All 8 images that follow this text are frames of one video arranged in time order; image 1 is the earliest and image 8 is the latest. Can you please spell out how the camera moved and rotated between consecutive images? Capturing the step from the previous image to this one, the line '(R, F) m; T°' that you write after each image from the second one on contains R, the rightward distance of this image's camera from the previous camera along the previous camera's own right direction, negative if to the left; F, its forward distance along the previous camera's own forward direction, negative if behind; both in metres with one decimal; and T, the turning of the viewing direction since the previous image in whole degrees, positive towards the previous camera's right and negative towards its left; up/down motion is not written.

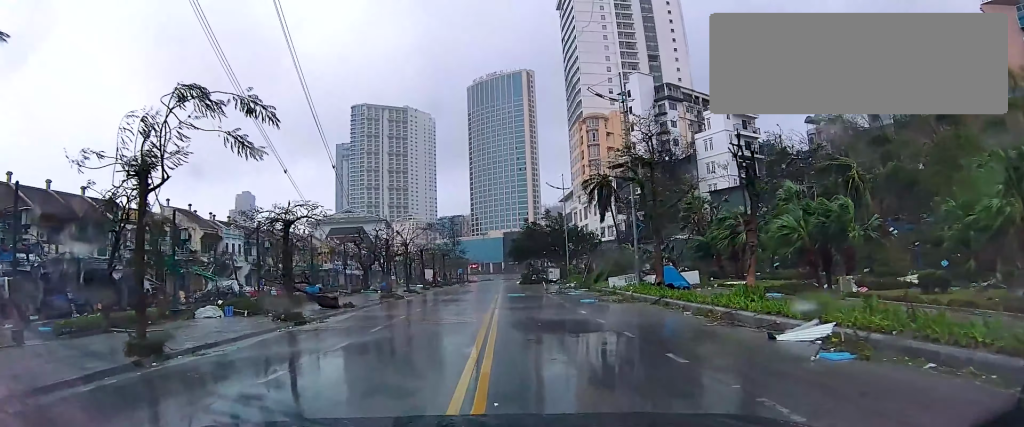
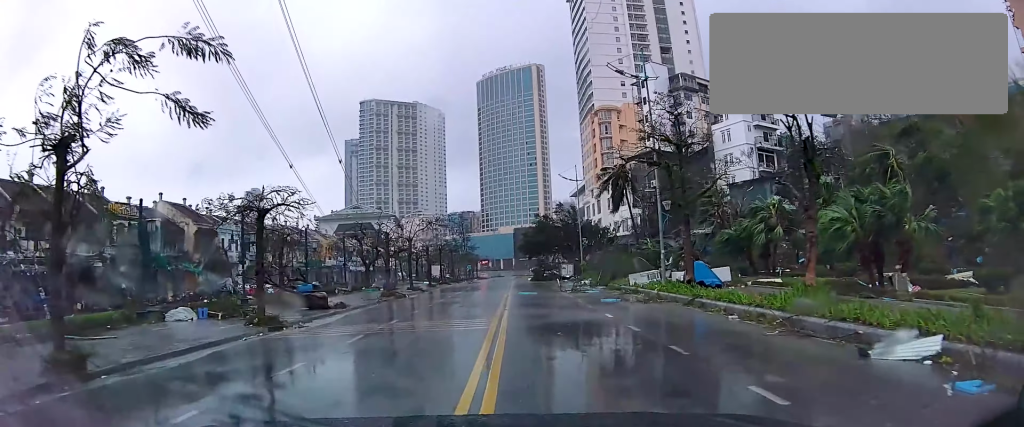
(0.0, +3.4) m; 0°
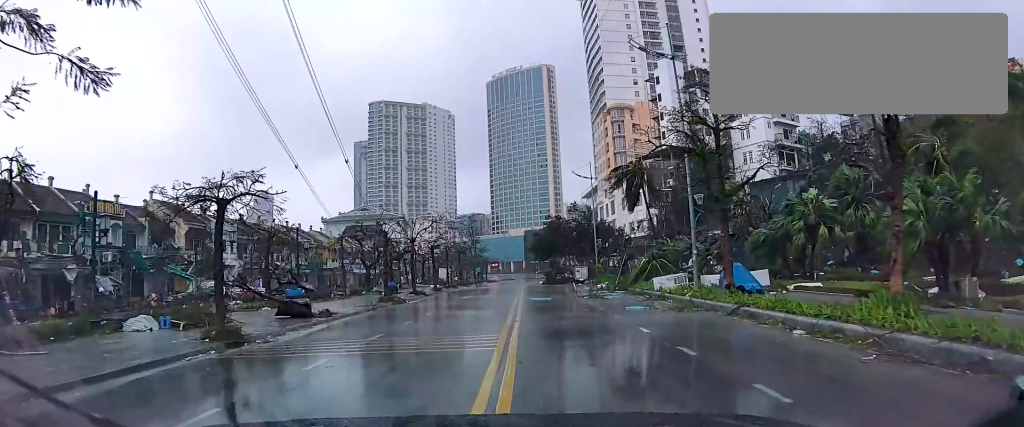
(0.0, +3.7) m; 0°
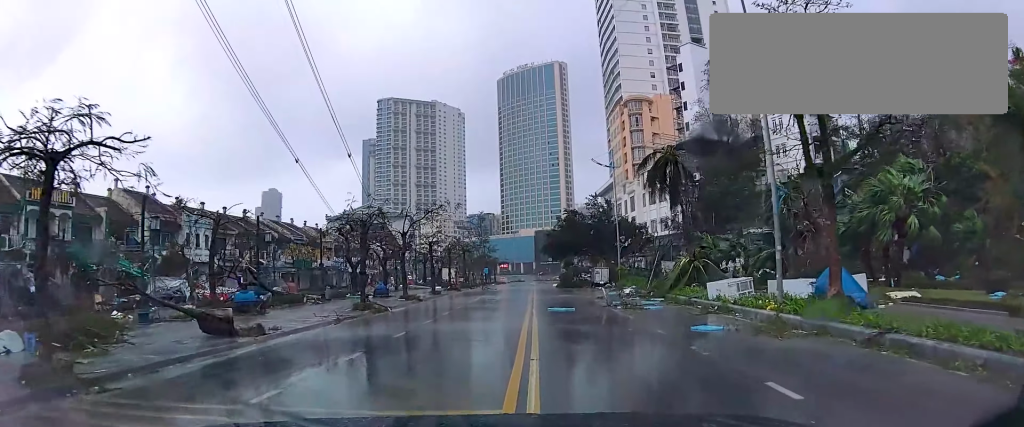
(0.0, +7.6) m; 0°
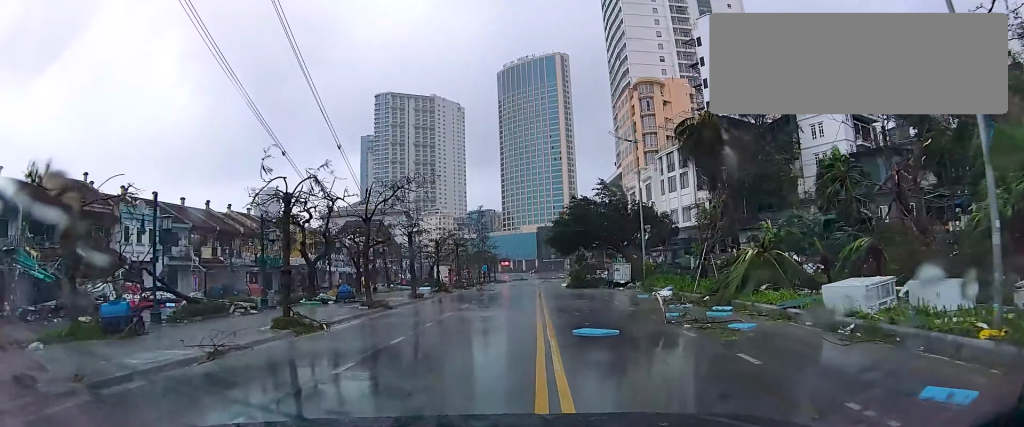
(+0.1, +9.6) m; +1°
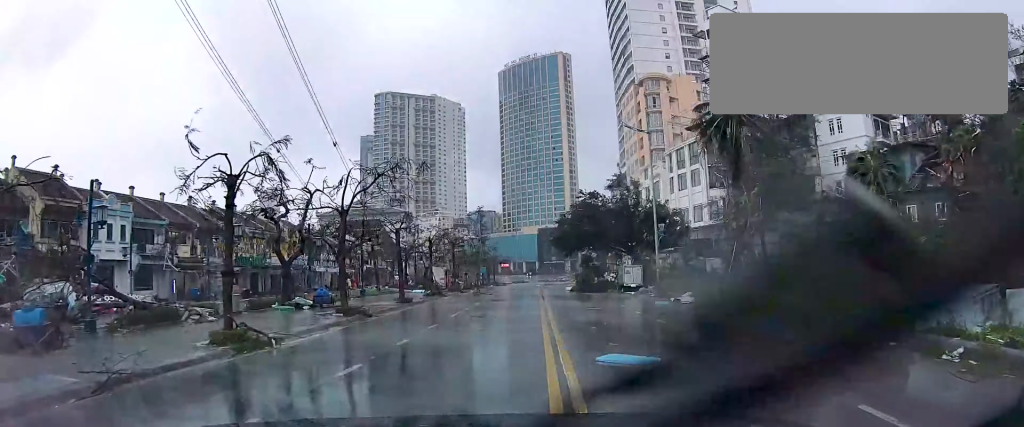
(-0.1, +4.1) m; +2°
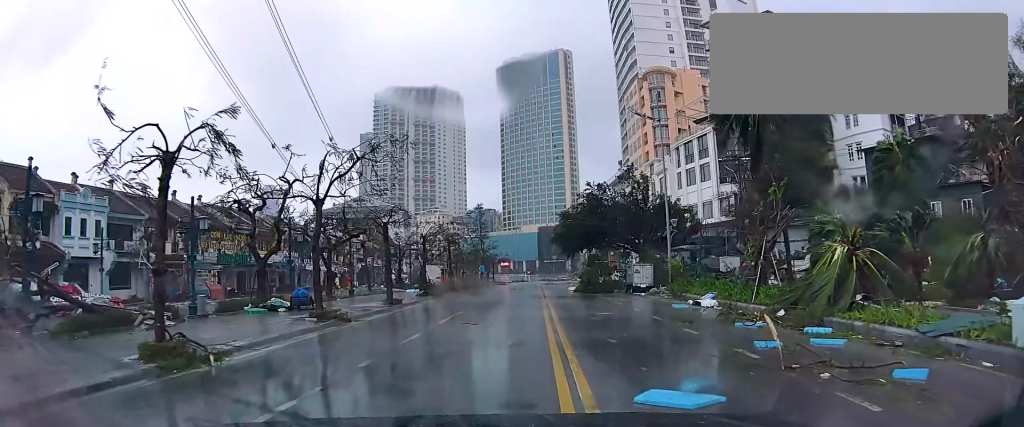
(+0.1, +3.2) m; +1°
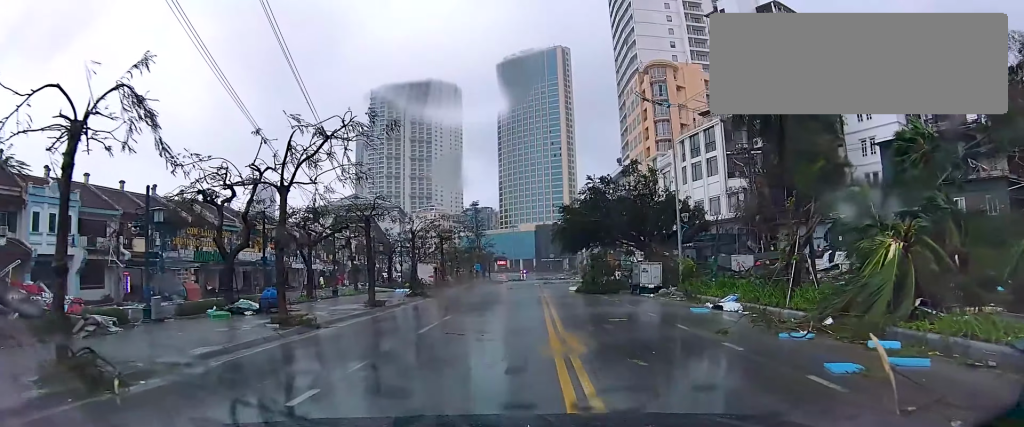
(+0.1, +3.2) m; +1°
